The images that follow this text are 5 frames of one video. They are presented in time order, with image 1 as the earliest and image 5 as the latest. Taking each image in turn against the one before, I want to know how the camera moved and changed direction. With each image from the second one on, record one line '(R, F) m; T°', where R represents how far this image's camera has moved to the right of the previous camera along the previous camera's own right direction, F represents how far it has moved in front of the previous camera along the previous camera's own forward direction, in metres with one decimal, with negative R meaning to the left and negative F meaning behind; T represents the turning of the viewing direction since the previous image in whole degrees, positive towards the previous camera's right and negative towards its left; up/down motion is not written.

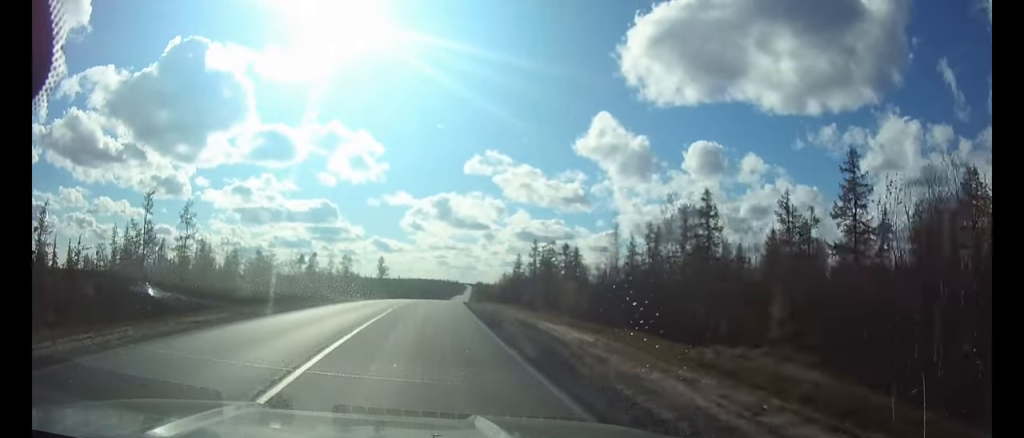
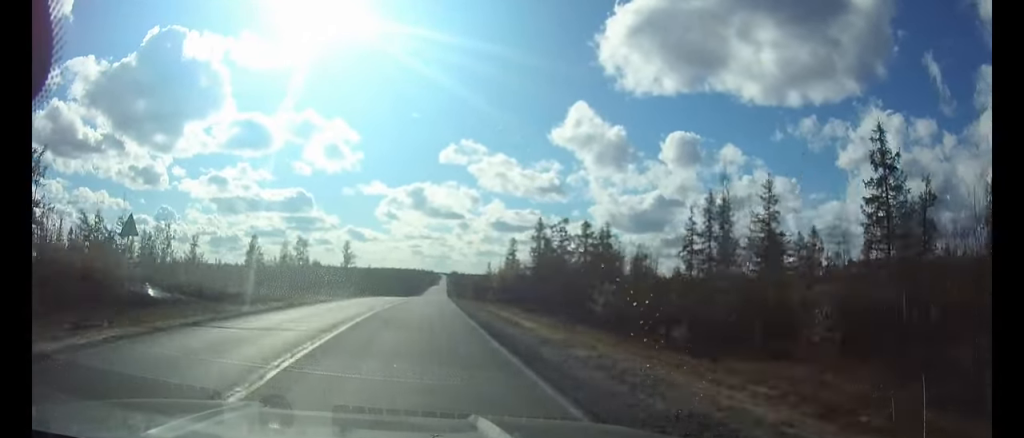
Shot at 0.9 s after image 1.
(+0.6, +24.6) m; +2°
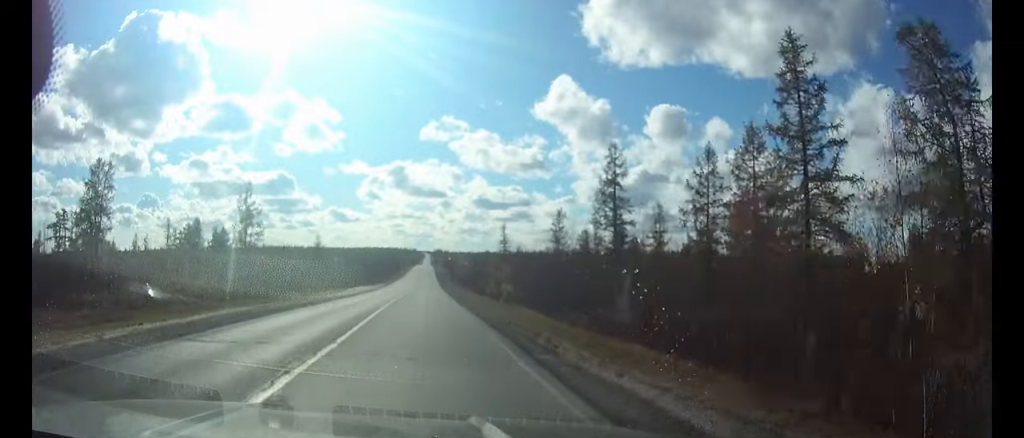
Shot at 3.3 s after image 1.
(+1.4, +65.9) m; +2°
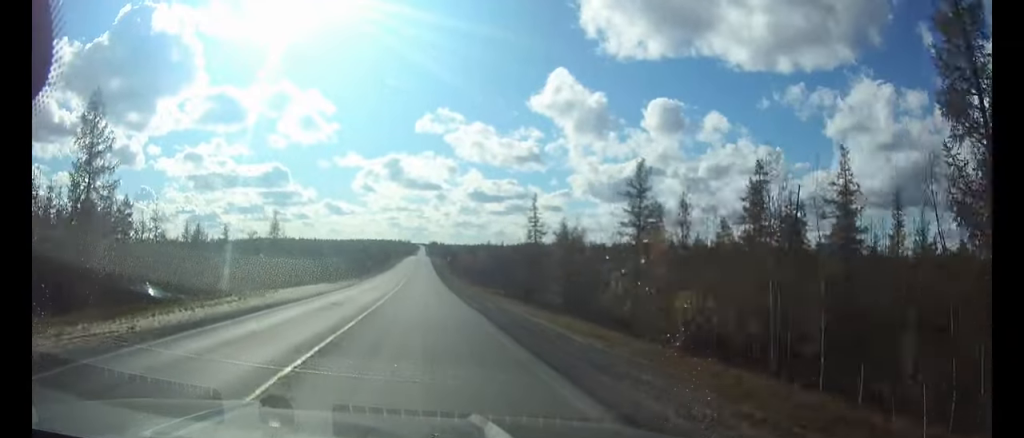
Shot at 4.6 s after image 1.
(+0.2, +34.5) m; 0°
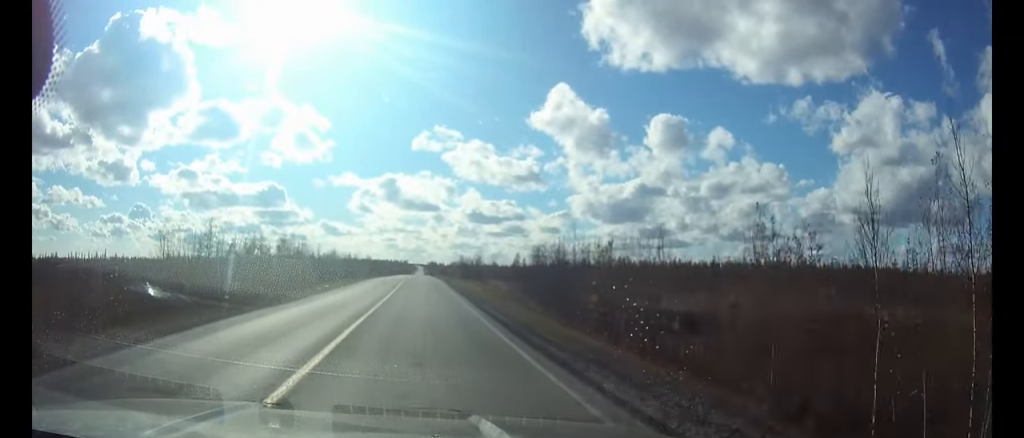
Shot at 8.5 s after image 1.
(0.0, +99.1) m; 0°
